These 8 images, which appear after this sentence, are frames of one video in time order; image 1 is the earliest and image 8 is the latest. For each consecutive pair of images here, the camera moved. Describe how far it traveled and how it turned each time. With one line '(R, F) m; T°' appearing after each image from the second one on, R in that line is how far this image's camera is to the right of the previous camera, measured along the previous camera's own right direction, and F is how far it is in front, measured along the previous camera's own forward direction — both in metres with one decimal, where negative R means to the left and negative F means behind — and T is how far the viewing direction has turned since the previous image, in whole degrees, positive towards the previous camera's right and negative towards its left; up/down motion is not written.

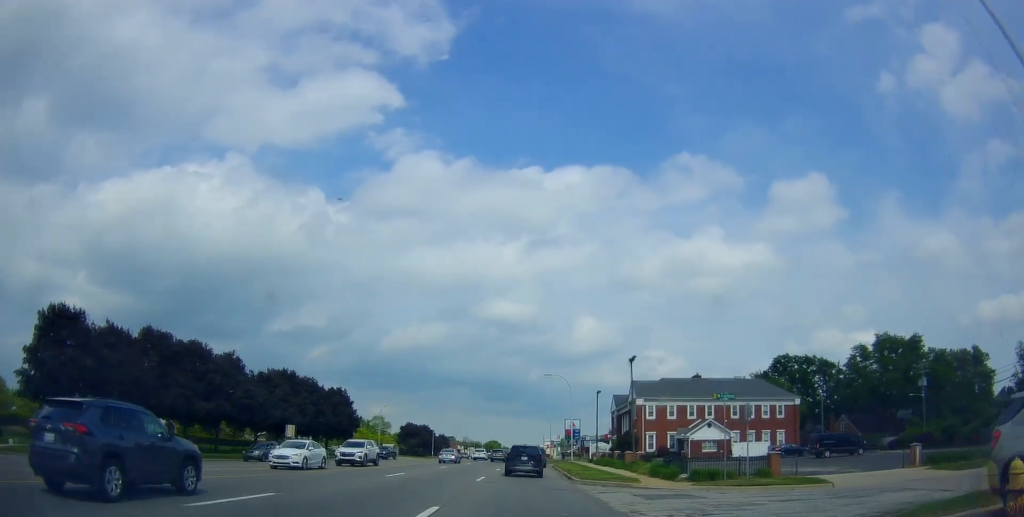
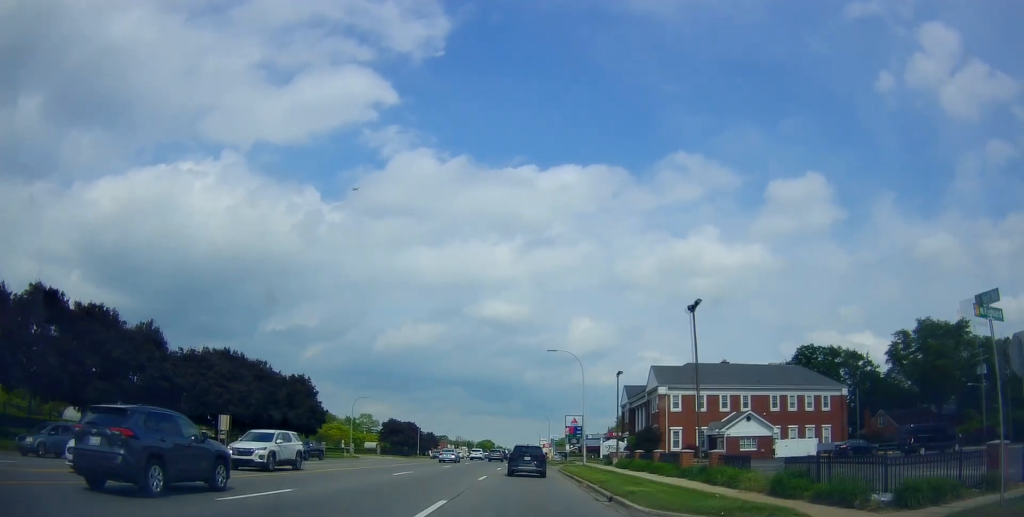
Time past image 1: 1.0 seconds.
(-0.5, +14.8) m; -2°
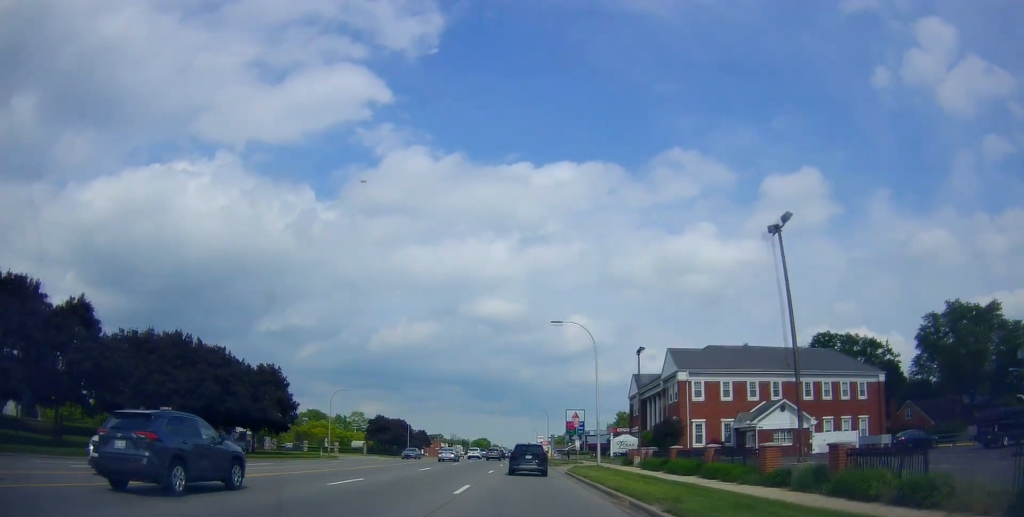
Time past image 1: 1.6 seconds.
(-0.1, +9.0) m; 0°
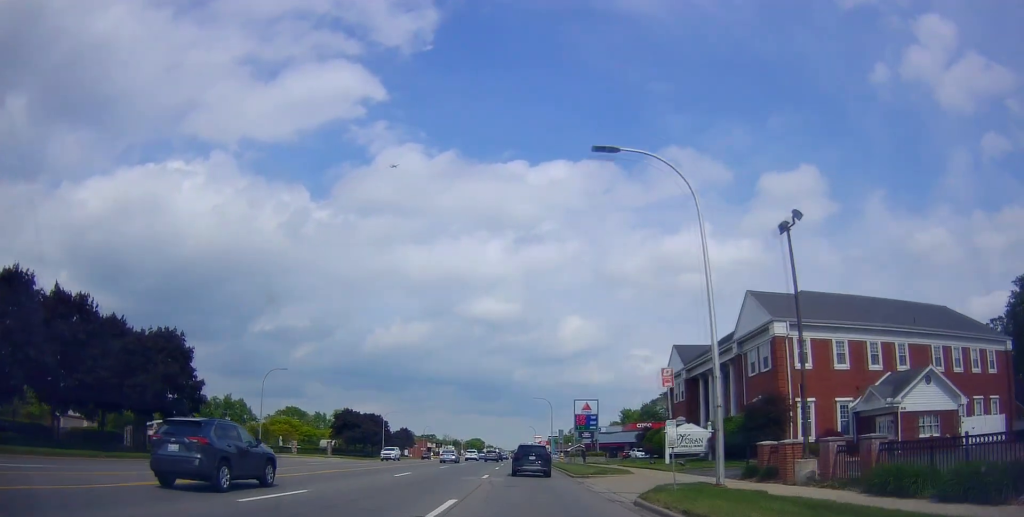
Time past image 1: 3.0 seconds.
(0.0, +21.5) m; 0°
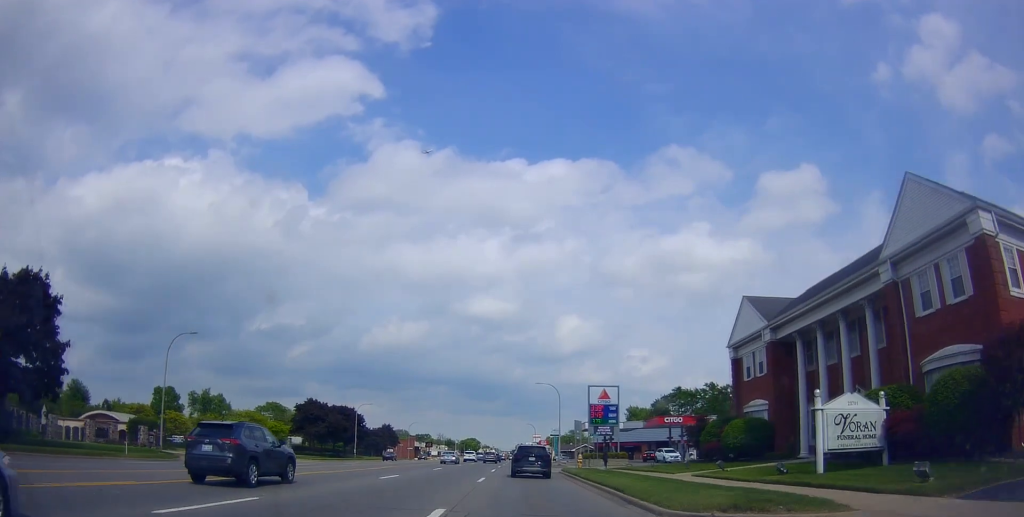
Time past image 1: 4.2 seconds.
(+0.3, +18.4) m; +3°
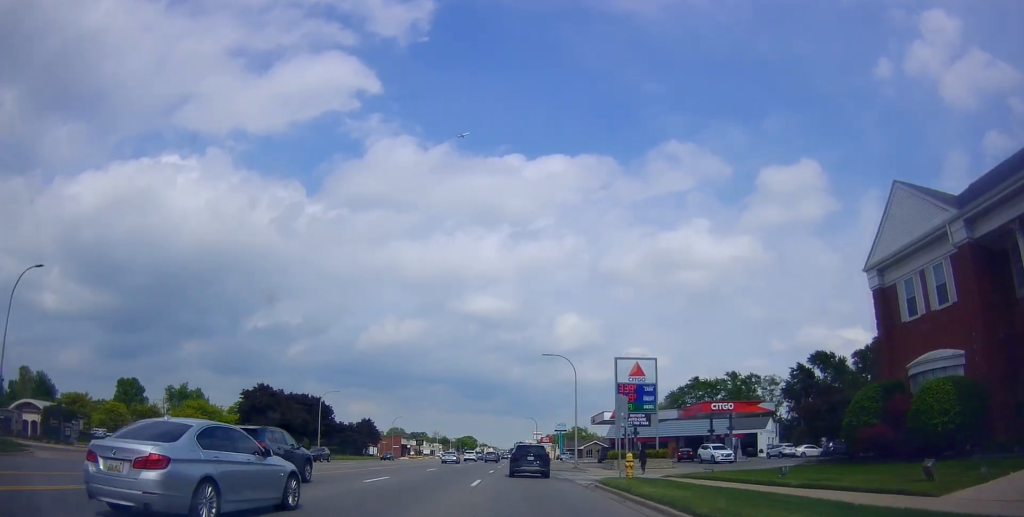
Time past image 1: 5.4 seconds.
(+0.8, +17.9) m; +3°
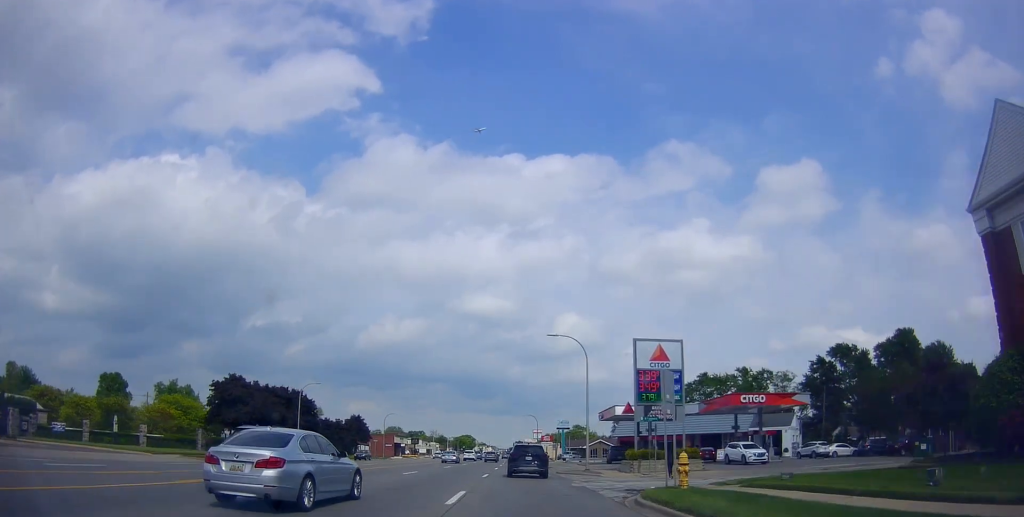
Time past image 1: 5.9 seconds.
(+0.3, +7.6) m; 0°
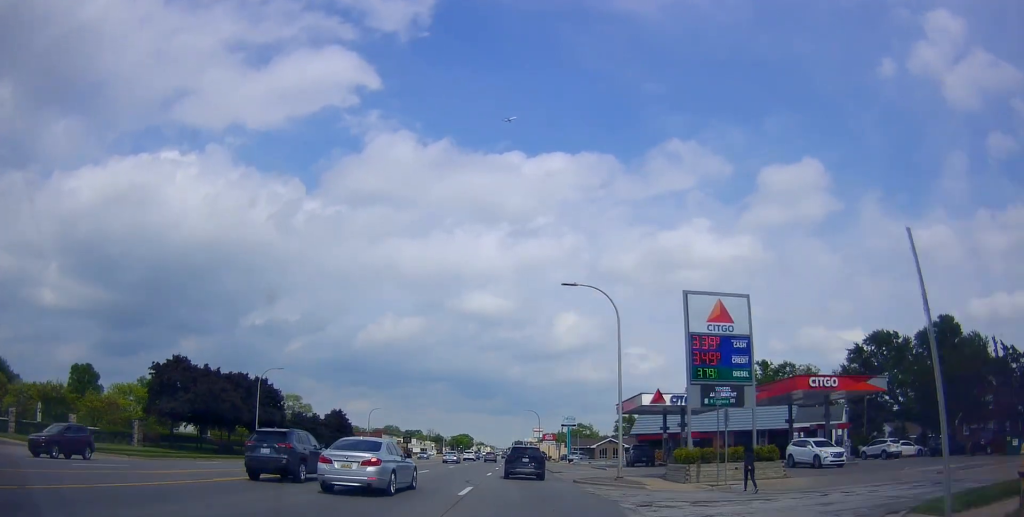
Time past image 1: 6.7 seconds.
(-0.3, +12.1) m; +1°
